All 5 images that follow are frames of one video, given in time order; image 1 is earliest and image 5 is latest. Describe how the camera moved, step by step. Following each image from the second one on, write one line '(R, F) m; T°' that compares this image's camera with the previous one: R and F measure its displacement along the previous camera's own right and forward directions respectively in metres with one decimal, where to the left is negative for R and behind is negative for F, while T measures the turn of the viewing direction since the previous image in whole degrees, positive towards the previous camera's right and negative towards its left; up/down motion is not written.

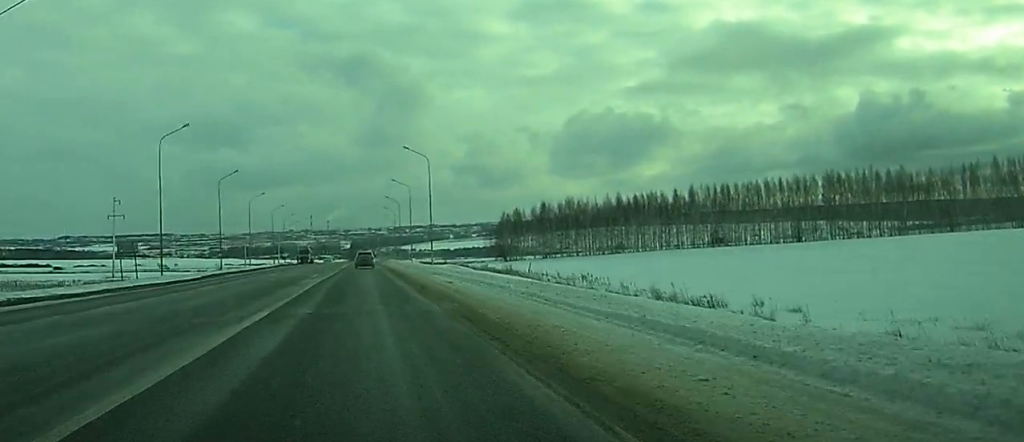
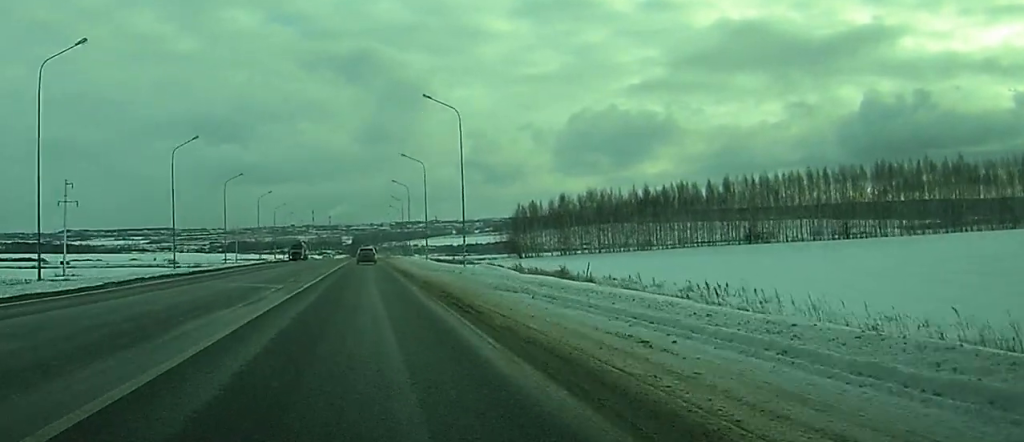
(0.0, +25.9) m; 0°
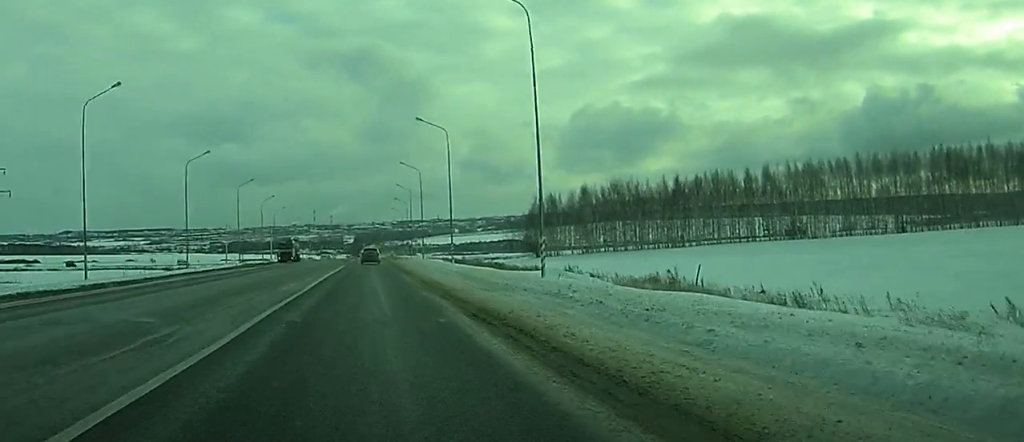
(0.0, +24.8) m; 0°
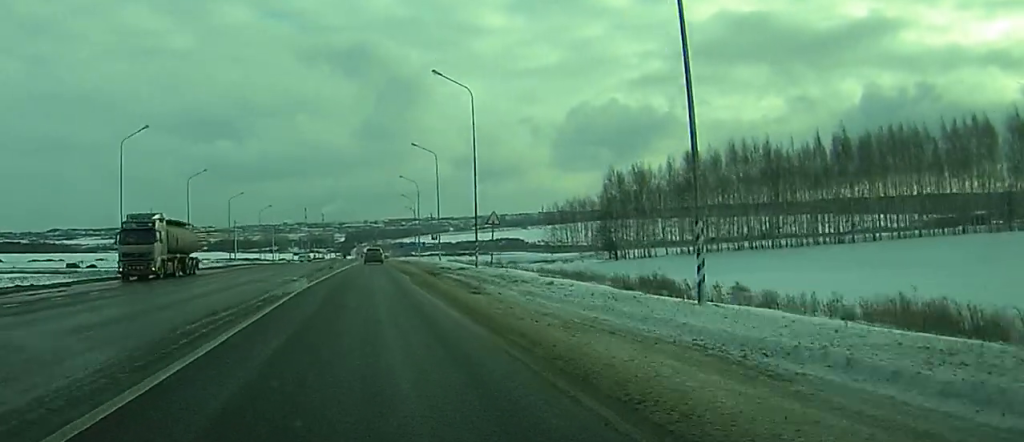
(+7.4, +84.3) m; +1°
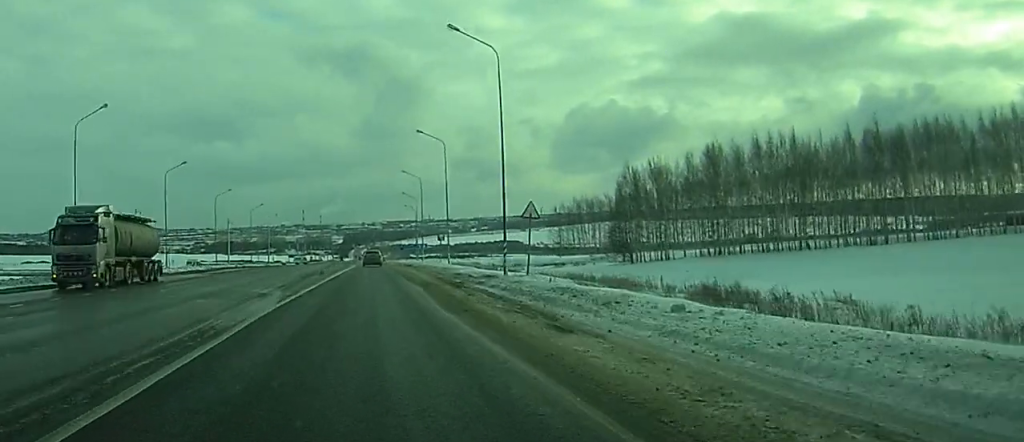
(-2.6, +11.3) m; -2°
